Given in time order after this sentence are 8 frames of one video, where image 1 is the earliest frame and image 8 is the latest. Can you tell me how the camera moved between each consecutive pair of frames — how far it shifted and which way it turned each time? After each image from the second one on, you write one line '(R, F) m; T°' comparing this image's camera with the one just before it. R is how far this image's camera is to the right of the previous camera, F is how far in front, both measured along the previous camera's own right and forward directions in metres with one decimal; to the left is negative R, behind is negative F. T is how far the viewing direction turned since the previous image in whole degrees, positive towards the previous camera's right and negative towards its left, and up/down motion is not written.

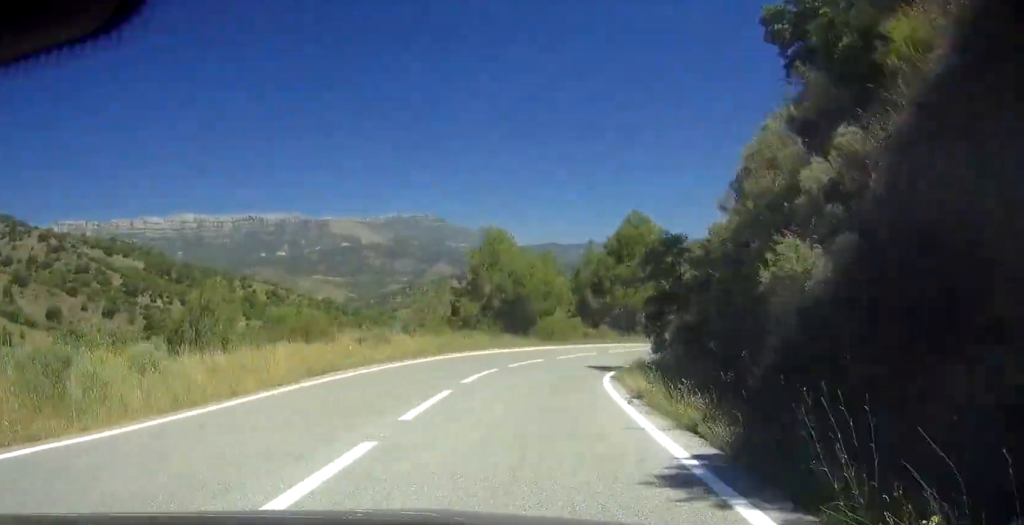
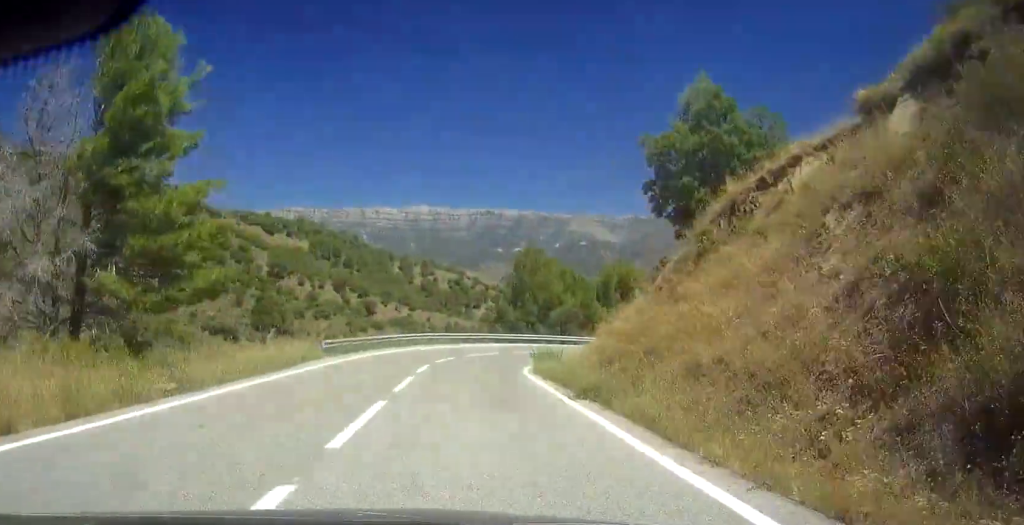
(-7.1, +86.6) m; -15°
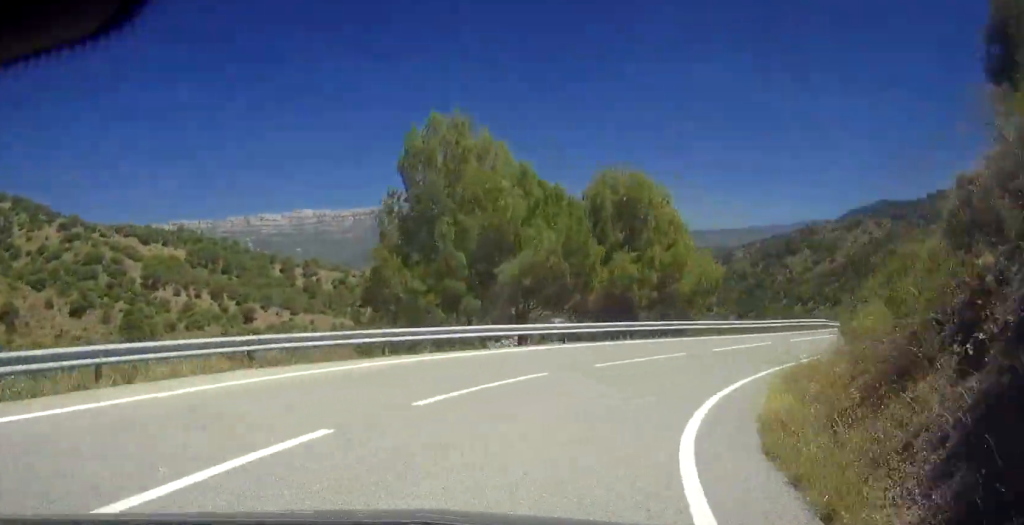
(+1.4, +34.7) m; +14°
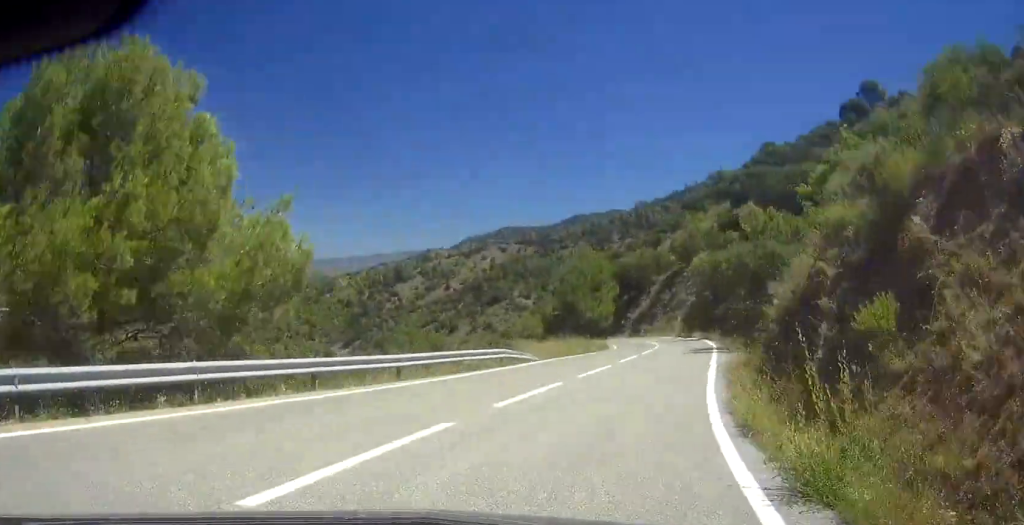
(+0.9, +19.8) m; +7°
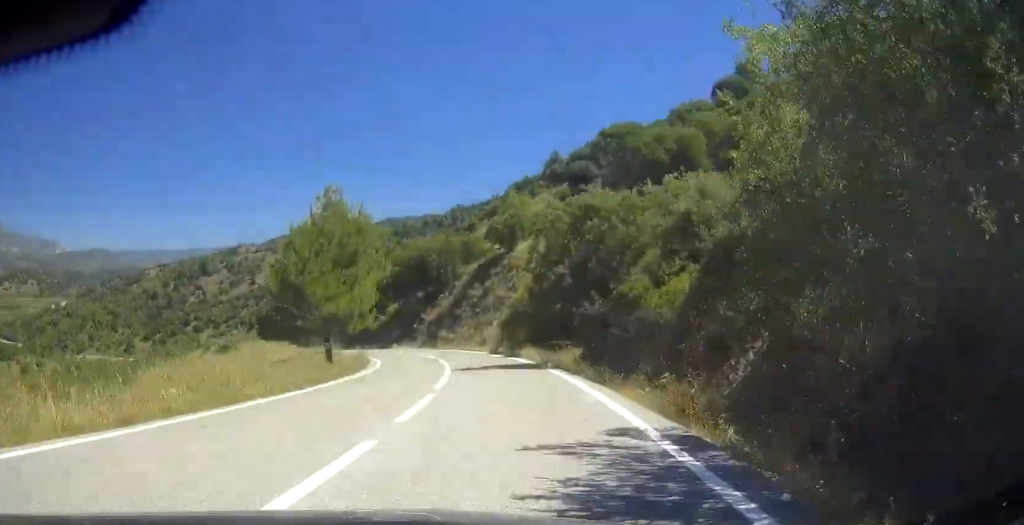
(+7.0, +31.7) m; +10°
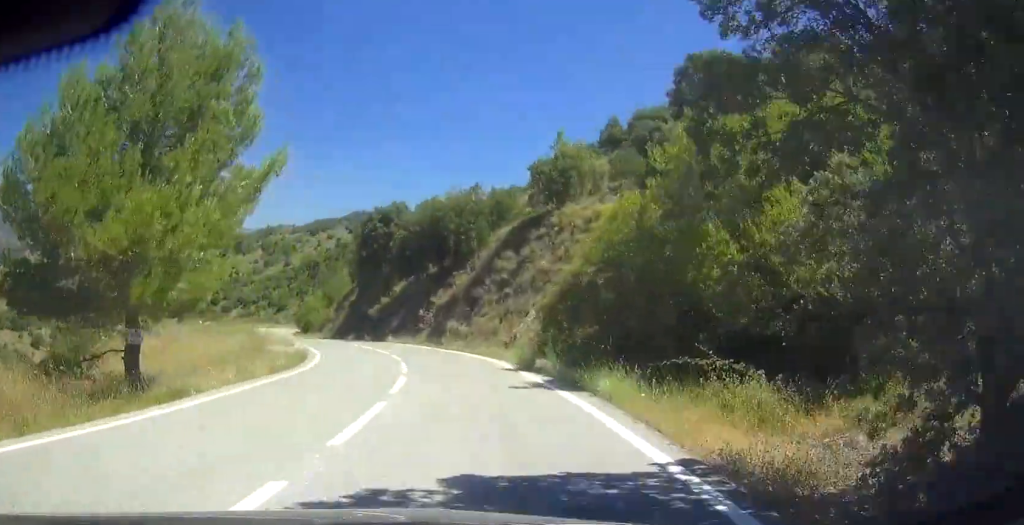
(+0.7, +25.9) m; -2°
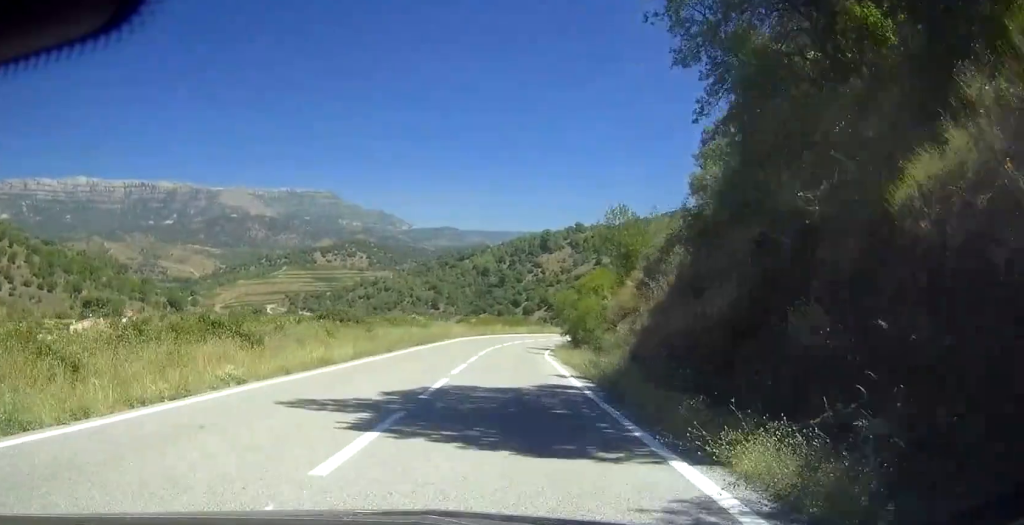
(-8.8, +70.1) m; -10°
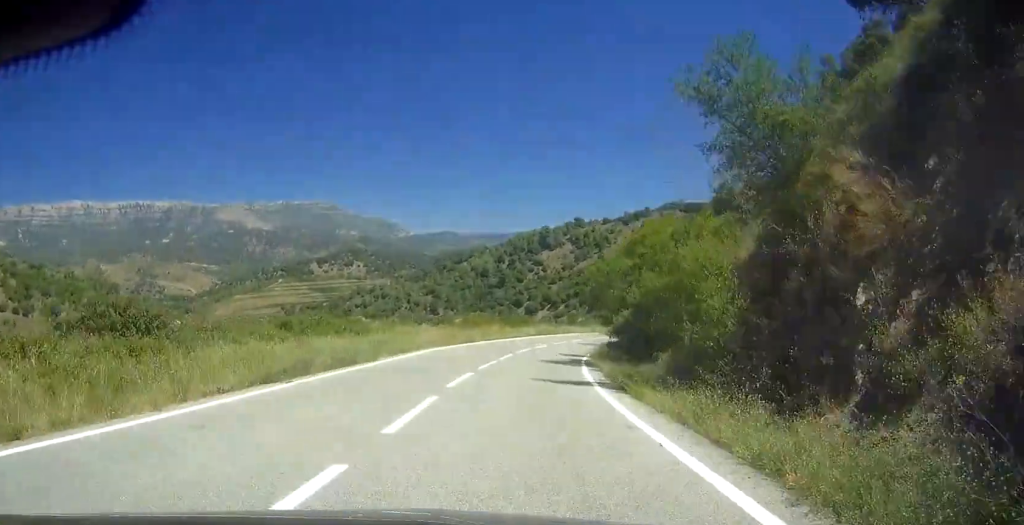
(-0.6, +26.7) m; +2°
